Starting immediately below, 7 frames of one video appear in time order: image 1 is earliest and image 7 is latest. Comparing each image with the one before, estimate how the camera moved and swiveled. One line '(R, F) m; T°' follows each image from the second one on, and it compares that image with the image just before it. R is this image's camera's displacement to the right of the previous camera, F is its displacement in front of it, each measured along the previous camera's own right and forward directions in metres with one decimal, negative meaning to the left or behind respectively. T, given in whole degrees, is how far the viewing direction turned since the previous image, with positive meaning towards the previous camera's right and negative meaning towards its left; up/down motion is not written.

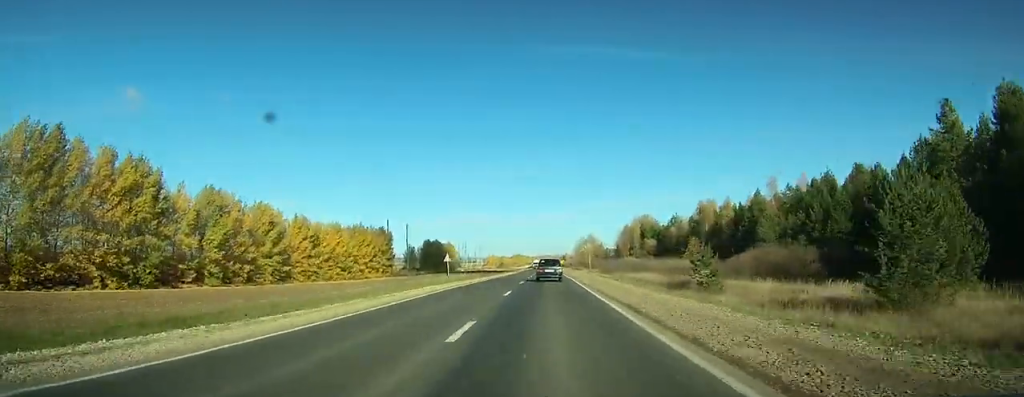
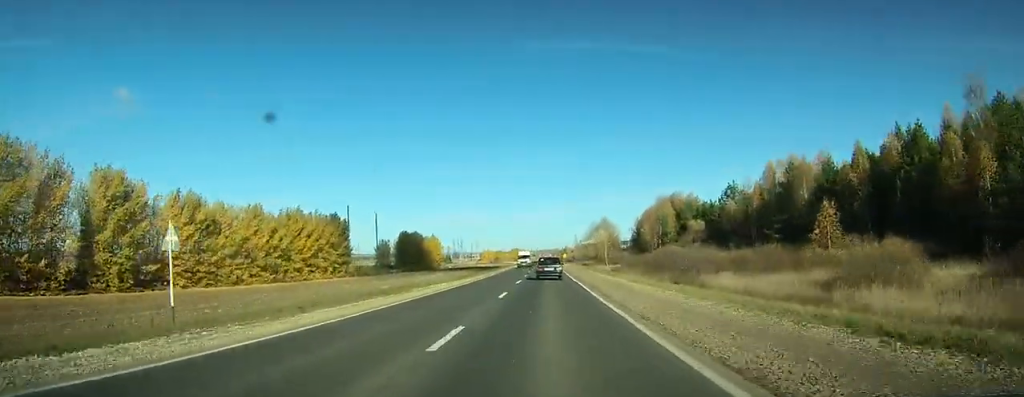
(+0.2, +48.1) m; 0°
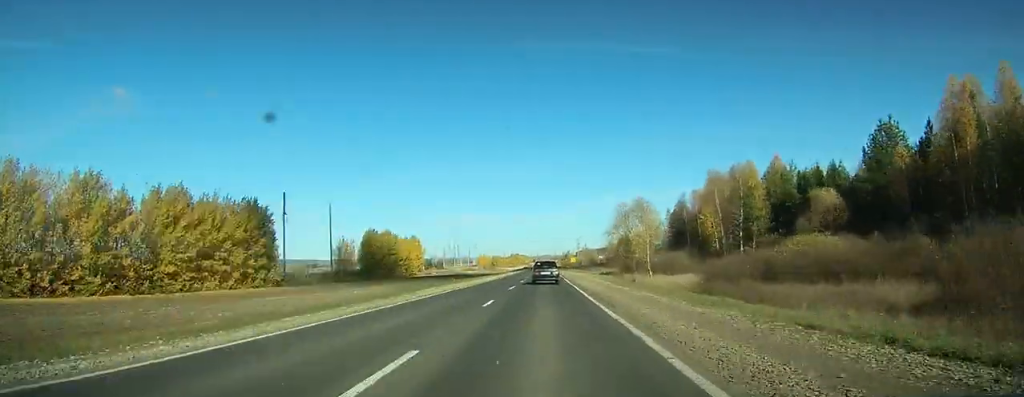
(-0.2, +53.7) m; -1°
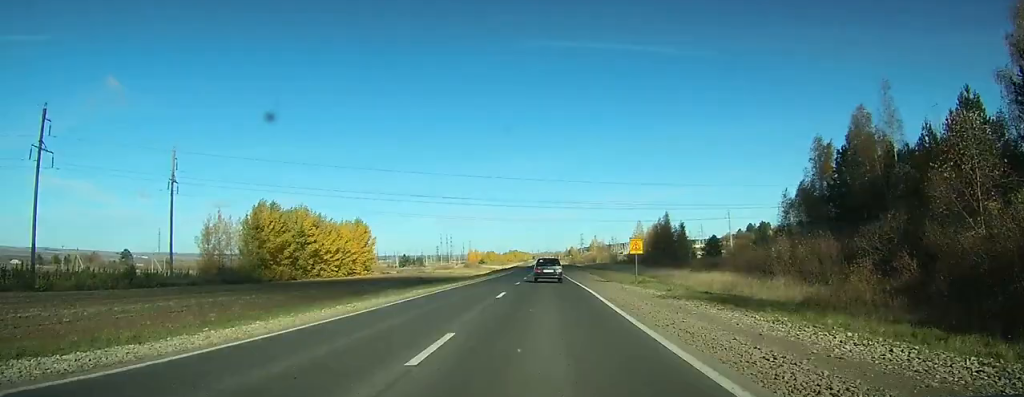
(-0.7, +87.4) m; -1°
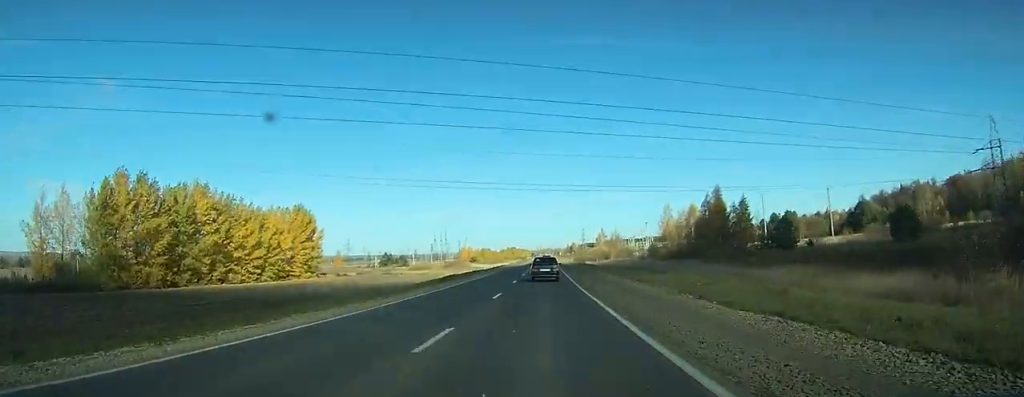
(-0.1, +44.8) m; 0°
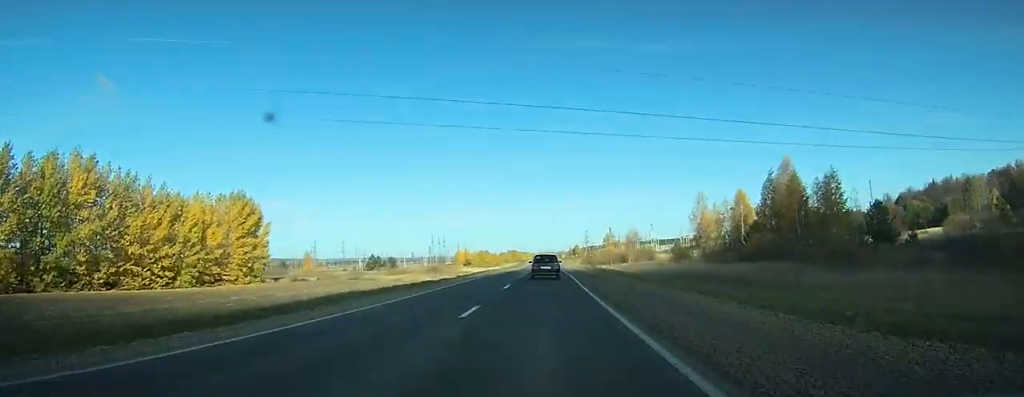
(+0.1, +27.3) m; 0°
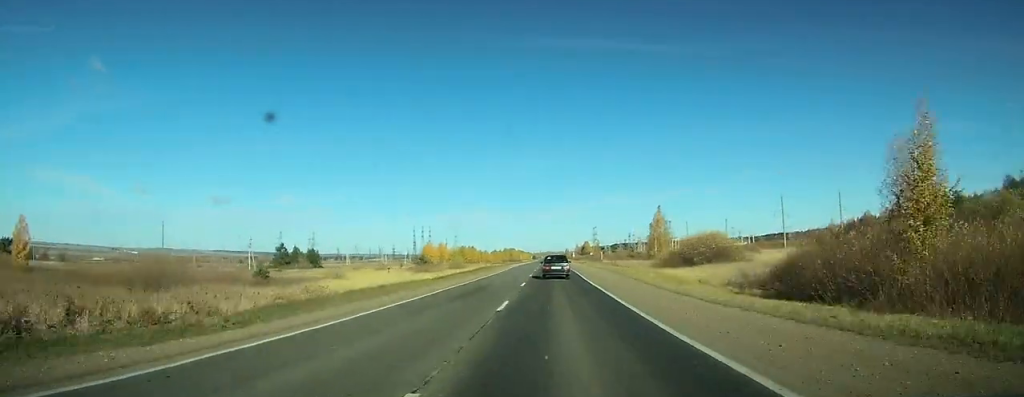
(+0.7, +102.8) m; +1°
